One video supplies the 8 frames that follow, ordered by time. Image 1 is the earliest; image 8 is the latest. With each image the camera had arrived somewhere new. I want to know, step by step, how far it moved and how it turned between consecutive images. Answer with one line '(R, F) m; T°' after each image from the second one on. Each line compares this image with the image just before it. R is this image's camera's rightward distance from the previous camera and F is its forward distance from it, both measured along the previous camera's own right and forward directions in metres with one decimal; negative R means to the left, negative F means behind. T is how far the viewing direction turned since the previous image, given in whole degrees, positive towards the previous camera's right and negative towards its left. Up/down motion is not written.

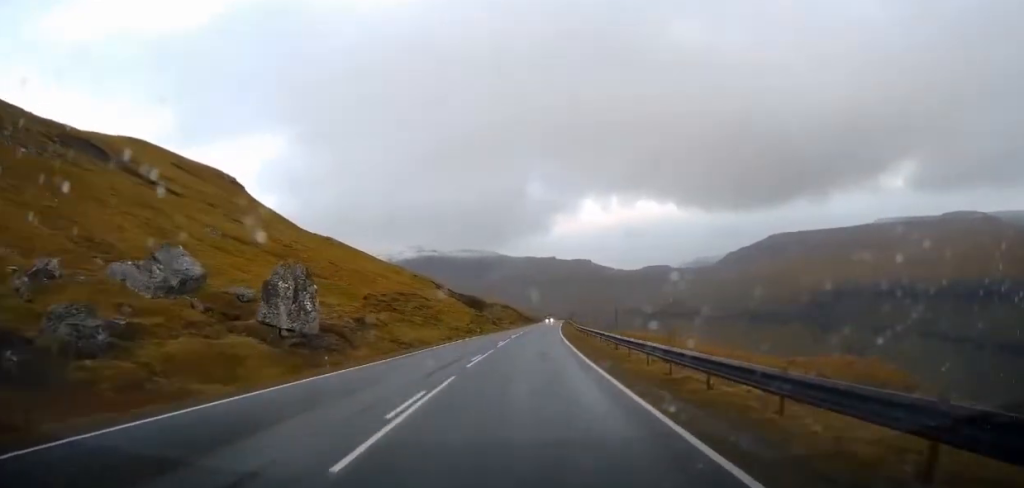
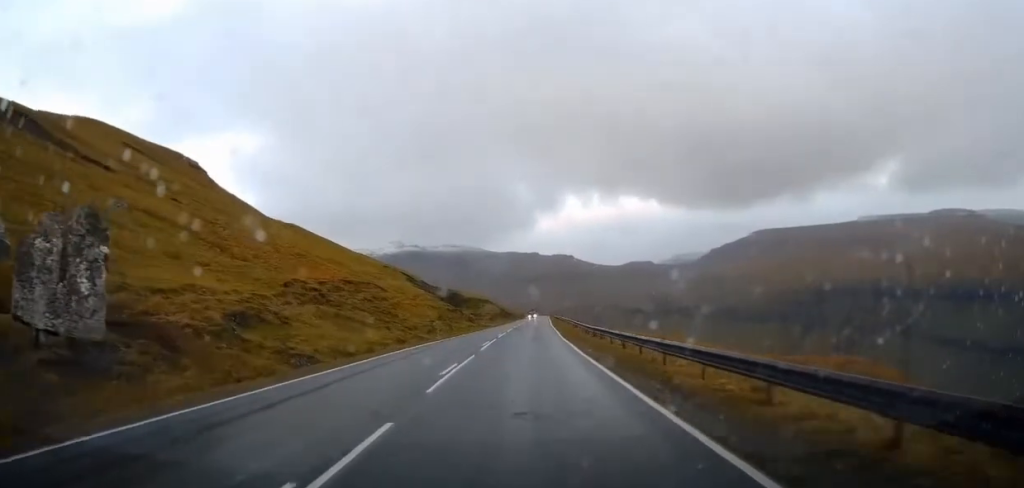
(+0.1, +17.9) m; +1°
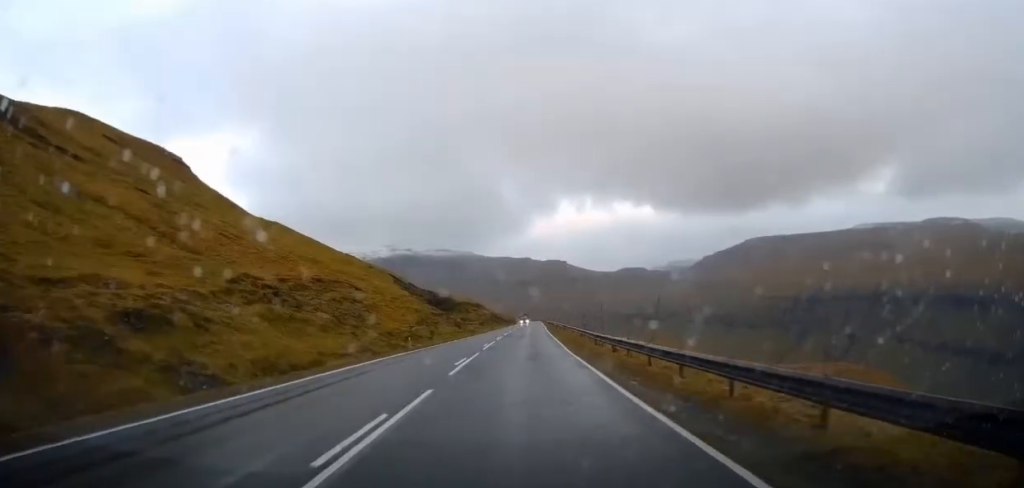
(+0.2, +8.1) m; 0°
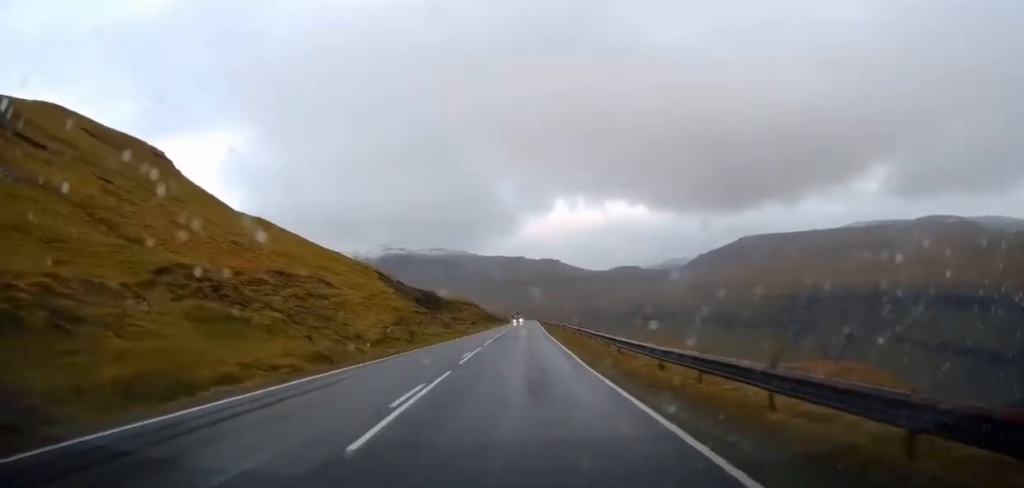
(-0.2, +8.1) m; 0°
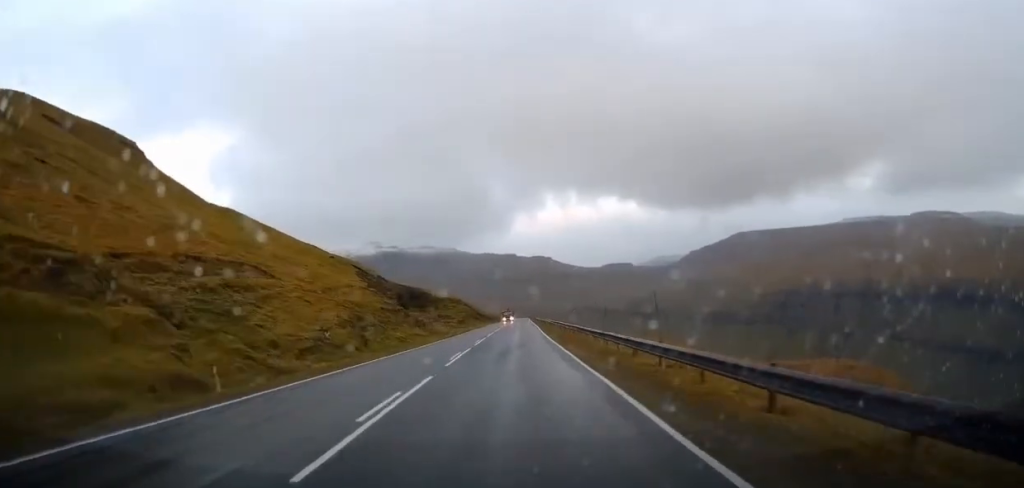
(+0.1, +13.1) m; +1°
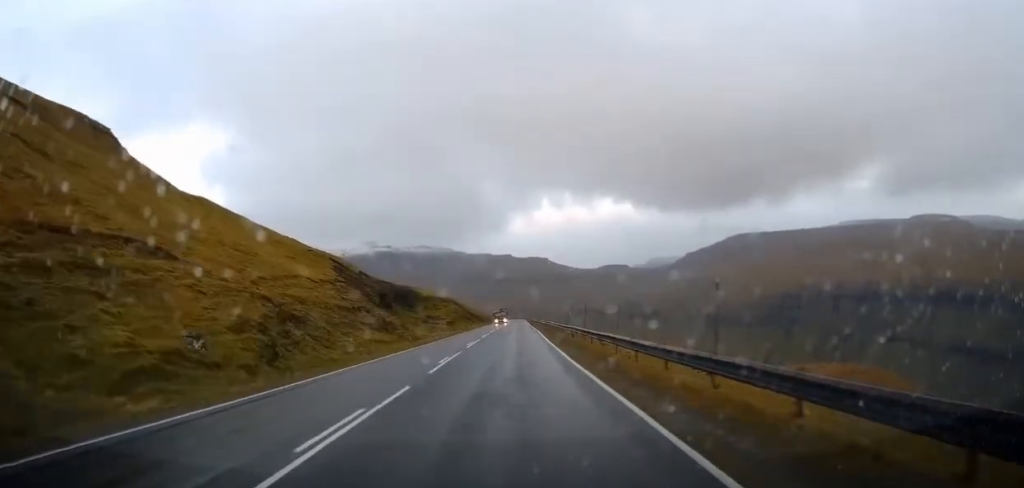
(+0.3, +13.7) m; +2°
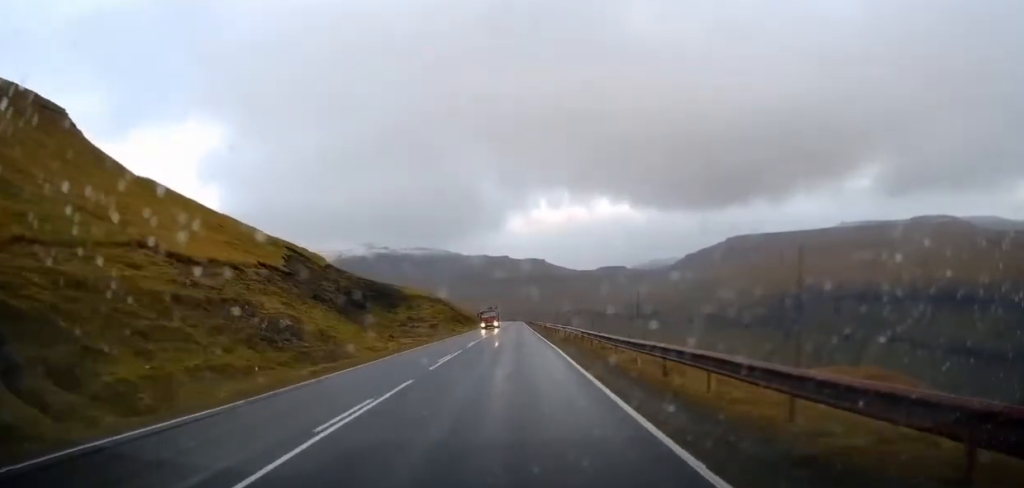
(+0.5, +22.0) m; +1°
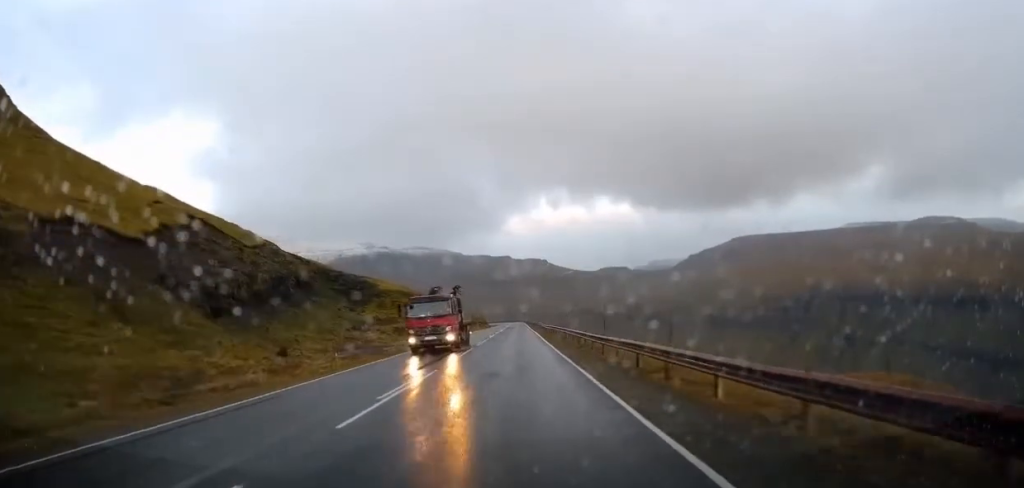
(-0.2, +32.4) m; 0°
